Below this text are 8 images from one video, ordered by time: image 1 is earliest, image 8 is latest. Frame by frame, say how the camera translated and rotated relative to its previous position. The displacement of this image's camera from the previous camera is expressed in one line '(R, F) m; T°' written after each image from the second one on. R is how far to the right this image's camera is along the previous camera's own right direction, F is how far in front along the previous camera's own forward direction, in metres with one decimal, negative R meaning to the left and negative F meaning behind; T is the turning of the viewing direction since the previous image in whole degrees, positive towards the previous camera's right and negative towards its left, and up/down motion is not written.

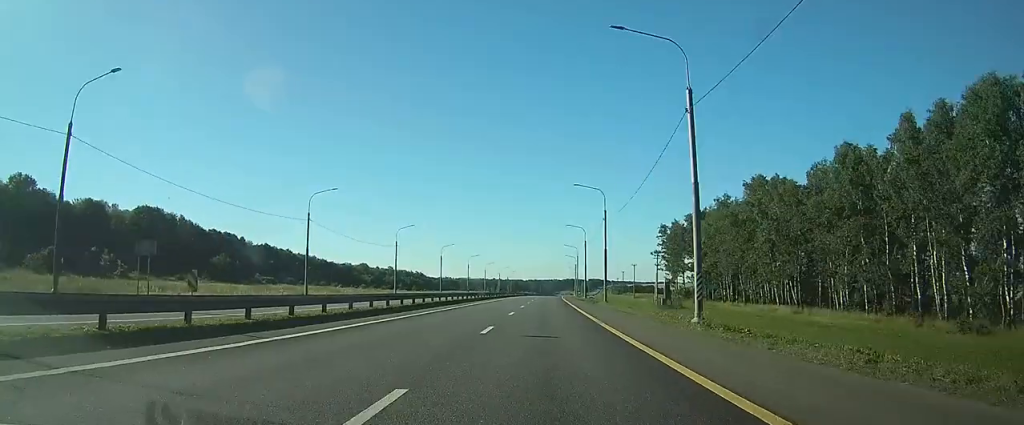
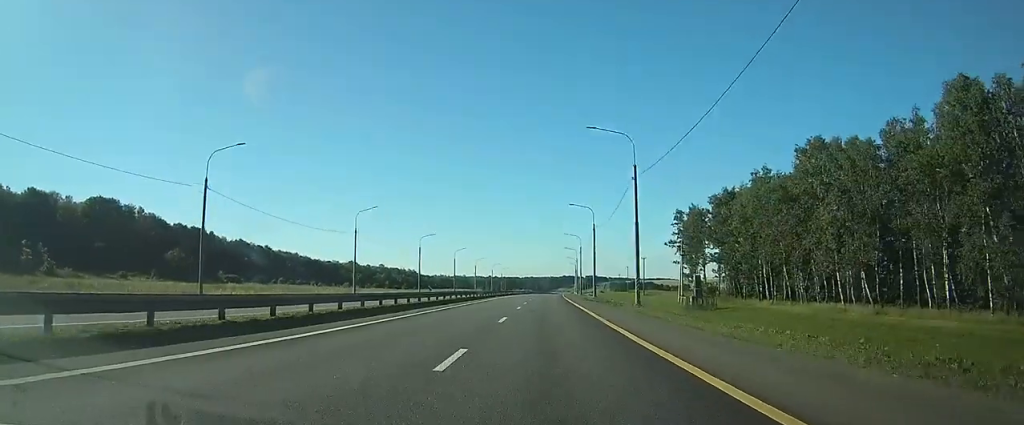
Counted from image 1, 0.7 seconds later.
(+0.1, +19.4) m; 0°
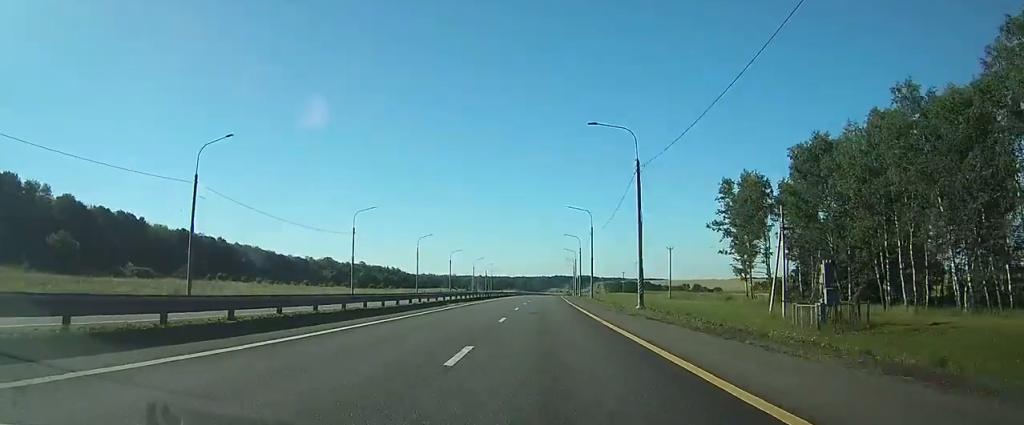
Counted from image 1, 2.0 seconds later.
(+0.1, +35.2) m; 0°
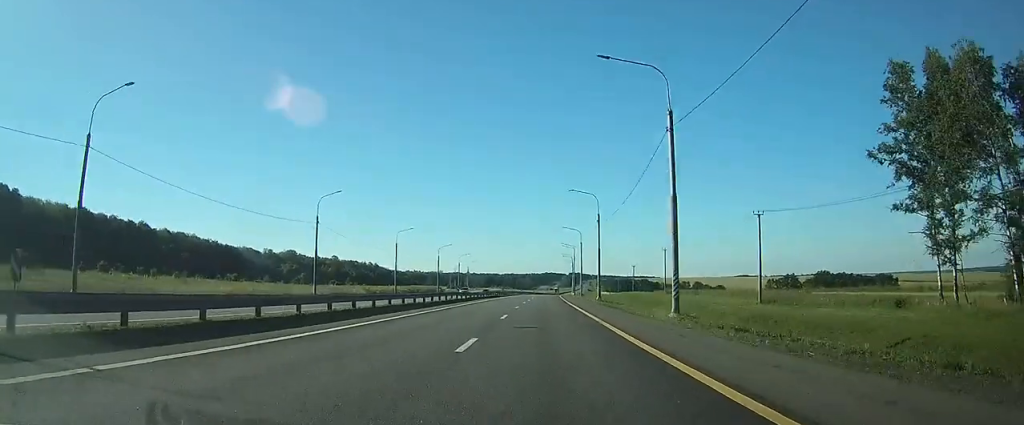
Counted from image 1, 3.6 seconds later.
(+0.4, +45.8) m; +1°
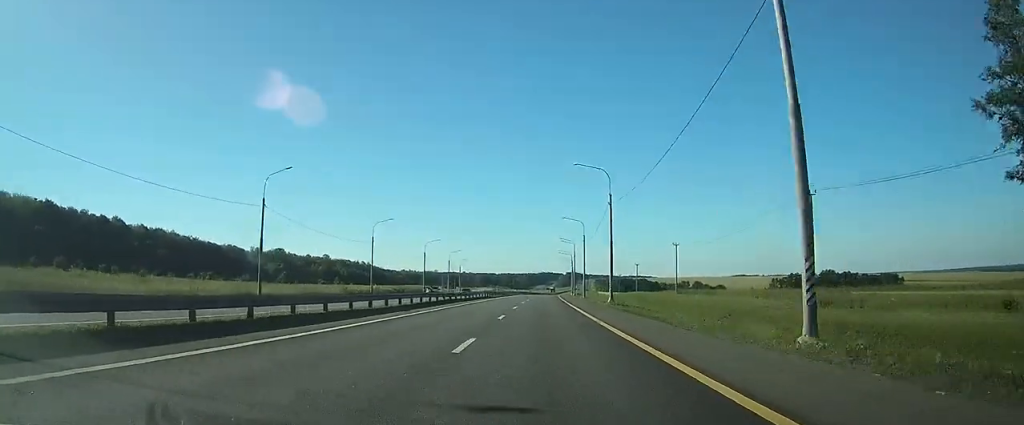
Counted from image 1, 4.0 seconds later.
(0.0, +12.2) m; 0°
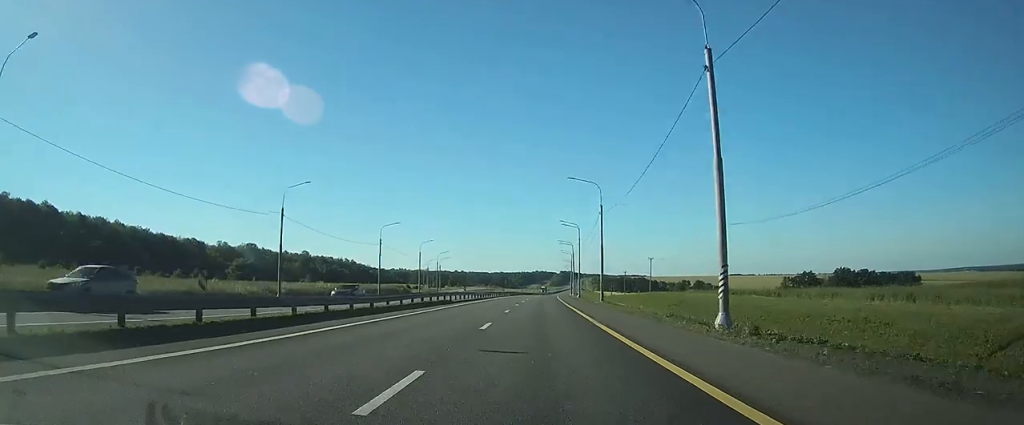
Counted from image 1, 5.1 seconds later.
(+0.2, +29.3) m; +1°
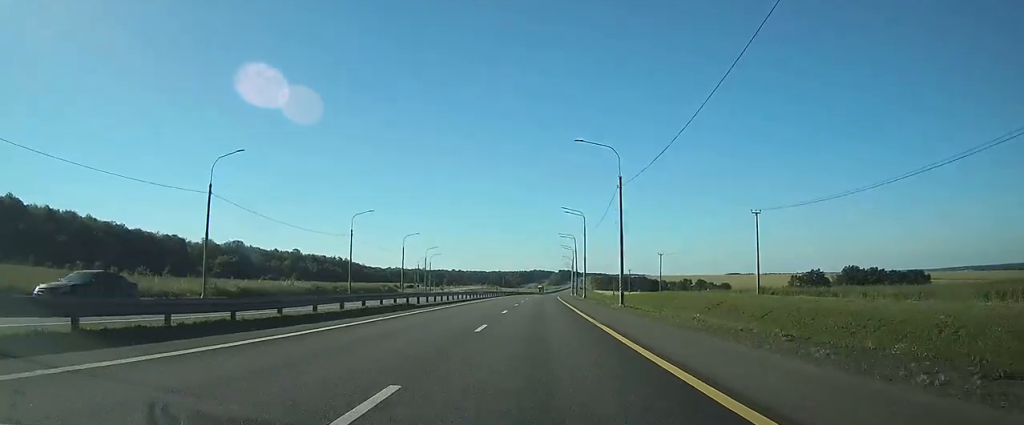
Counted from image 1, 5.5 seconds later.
(+0.1, +13.3) m; 0°
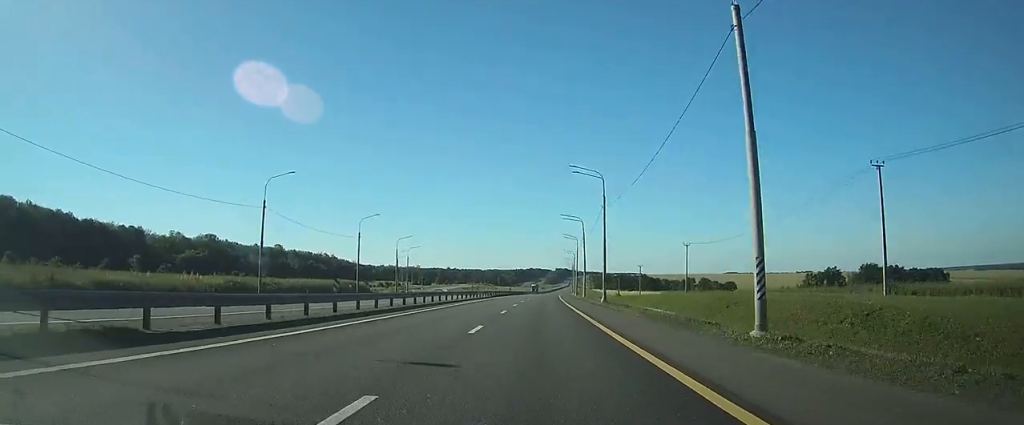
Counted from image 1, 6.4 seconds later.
(+0.2, +24.7) m; 0°
